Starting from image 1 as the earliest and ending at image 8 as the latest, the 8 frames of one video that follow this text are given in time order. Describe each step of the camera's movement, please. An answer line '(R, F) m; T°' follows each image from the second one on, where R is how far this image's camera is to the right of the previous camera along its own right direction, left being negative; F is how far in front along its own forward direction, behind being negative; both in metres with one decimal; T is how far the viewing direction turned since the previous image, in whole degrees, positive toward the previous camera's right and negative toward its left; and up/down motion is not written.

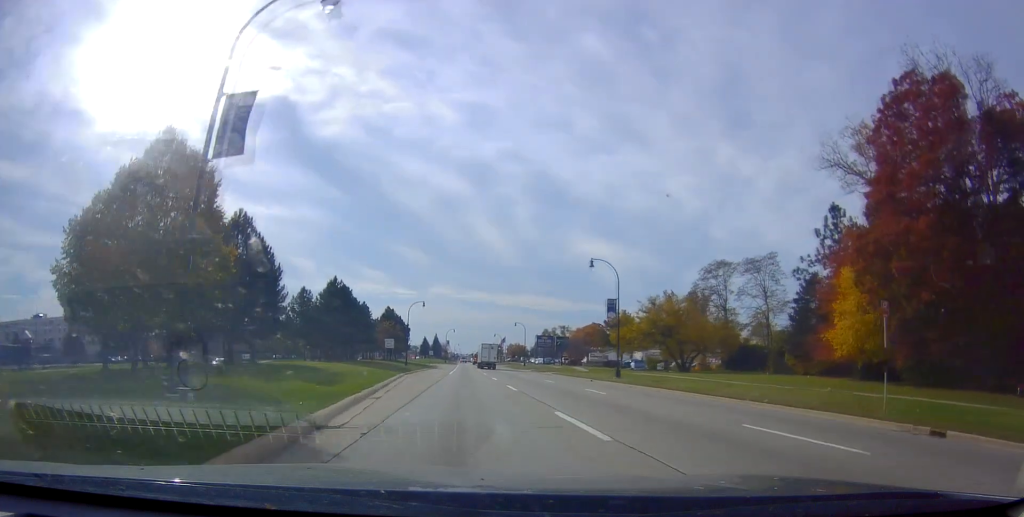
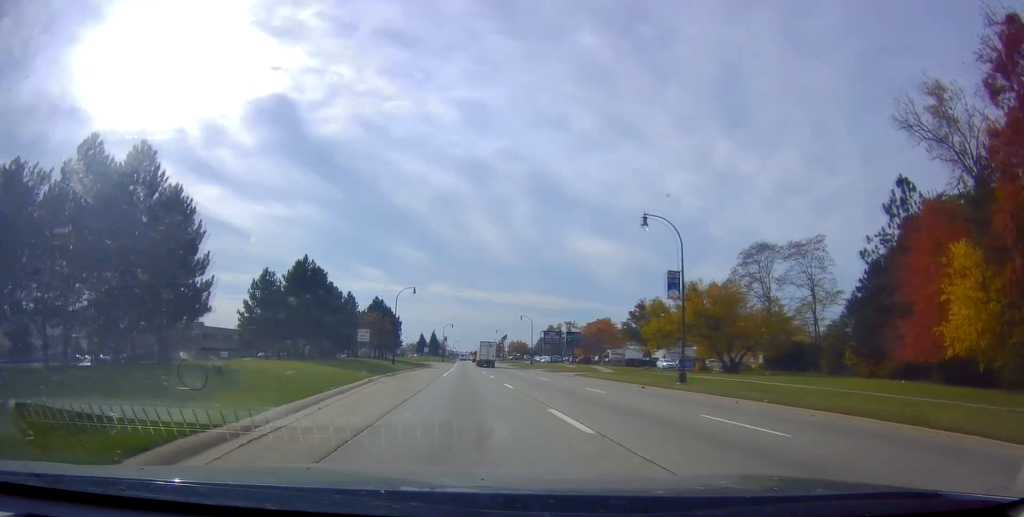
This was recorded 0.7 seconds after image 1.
(+0.4, +14.3) m; +2°
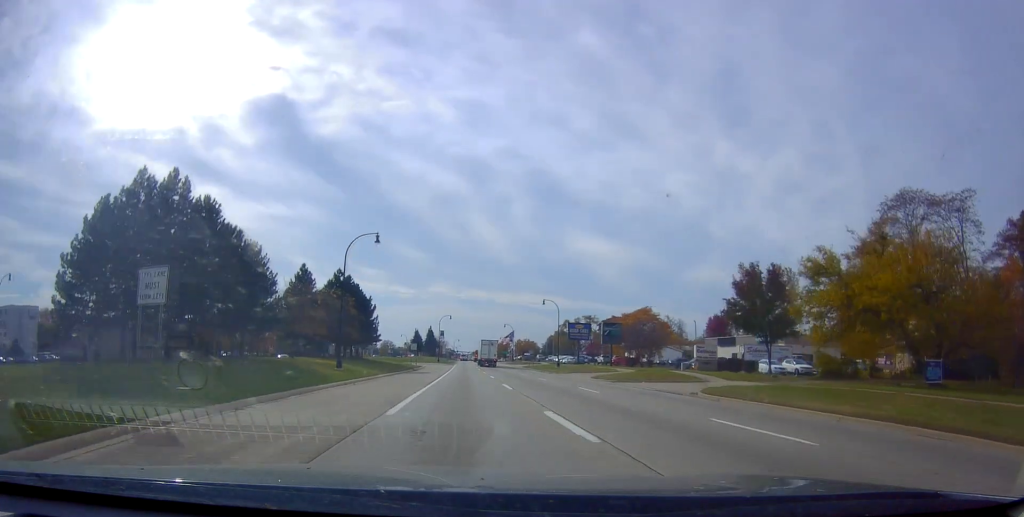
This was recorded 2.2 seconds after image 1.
(0.0, +30.3) m; -1°
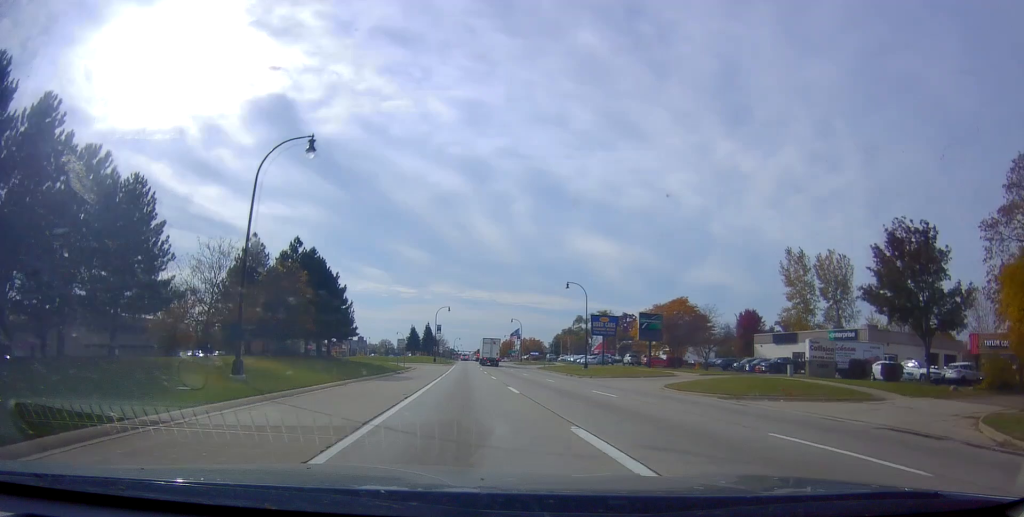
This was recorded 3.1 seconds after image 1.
(-0.3, +18.2) m; -1°
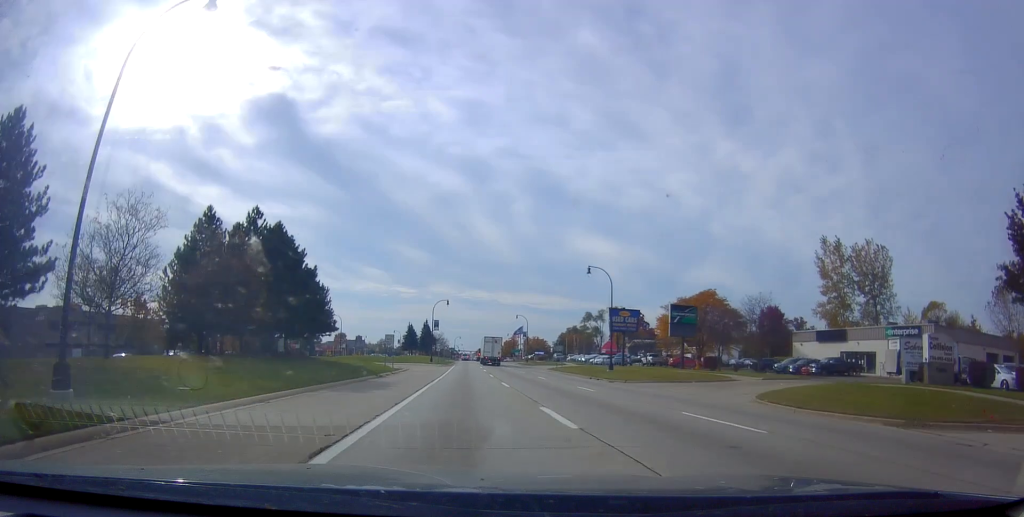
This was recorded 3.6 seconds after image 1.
(-0.4, +10.8) m; 0°
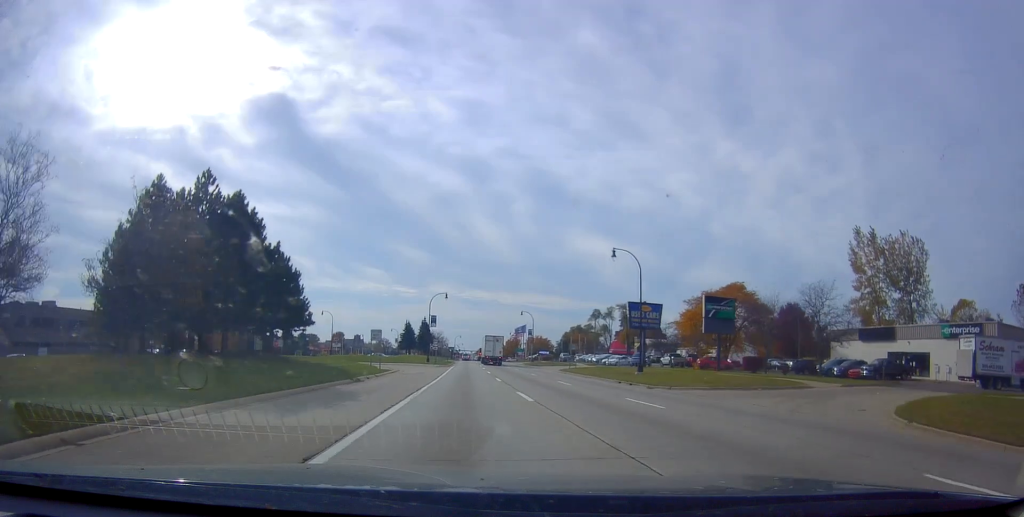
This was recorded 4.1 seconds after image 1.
(+0.2, +8.8) m; +1°
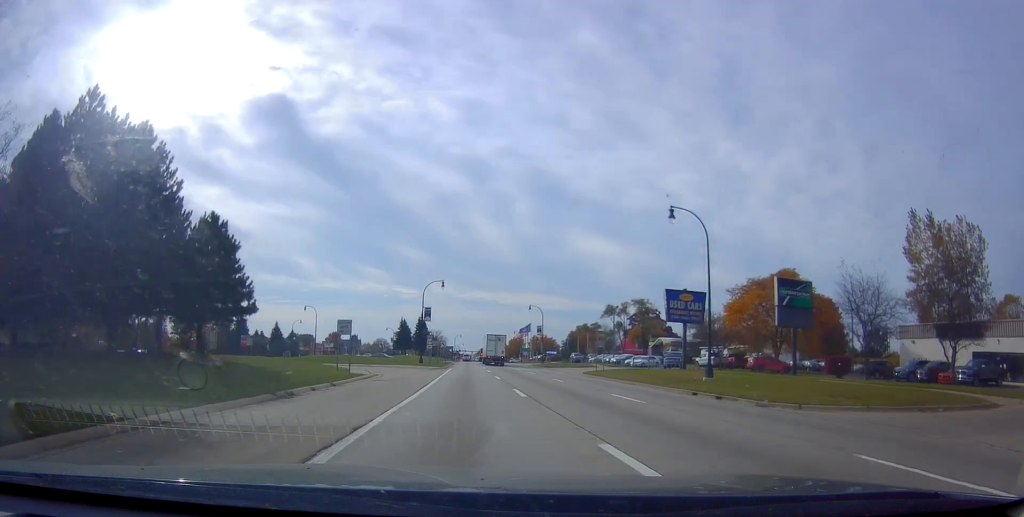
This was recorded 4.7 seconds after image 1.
(+0.3, +12.9) m; +1°
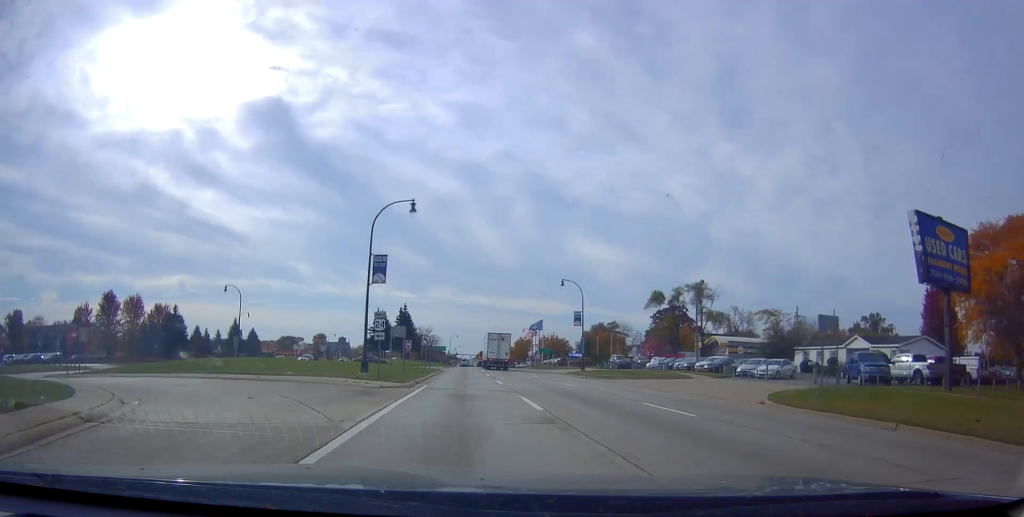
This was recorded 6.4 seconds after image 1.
(-0.6, +34.5) m; -1°
